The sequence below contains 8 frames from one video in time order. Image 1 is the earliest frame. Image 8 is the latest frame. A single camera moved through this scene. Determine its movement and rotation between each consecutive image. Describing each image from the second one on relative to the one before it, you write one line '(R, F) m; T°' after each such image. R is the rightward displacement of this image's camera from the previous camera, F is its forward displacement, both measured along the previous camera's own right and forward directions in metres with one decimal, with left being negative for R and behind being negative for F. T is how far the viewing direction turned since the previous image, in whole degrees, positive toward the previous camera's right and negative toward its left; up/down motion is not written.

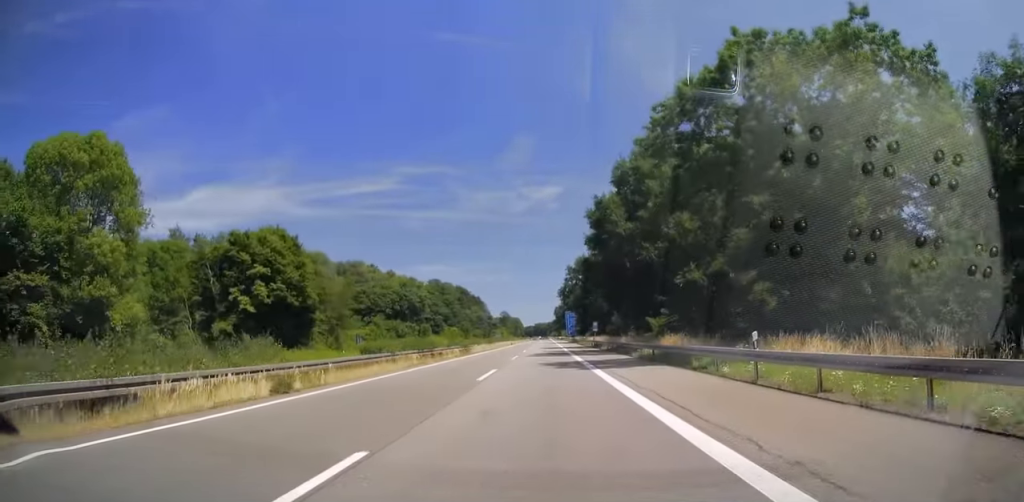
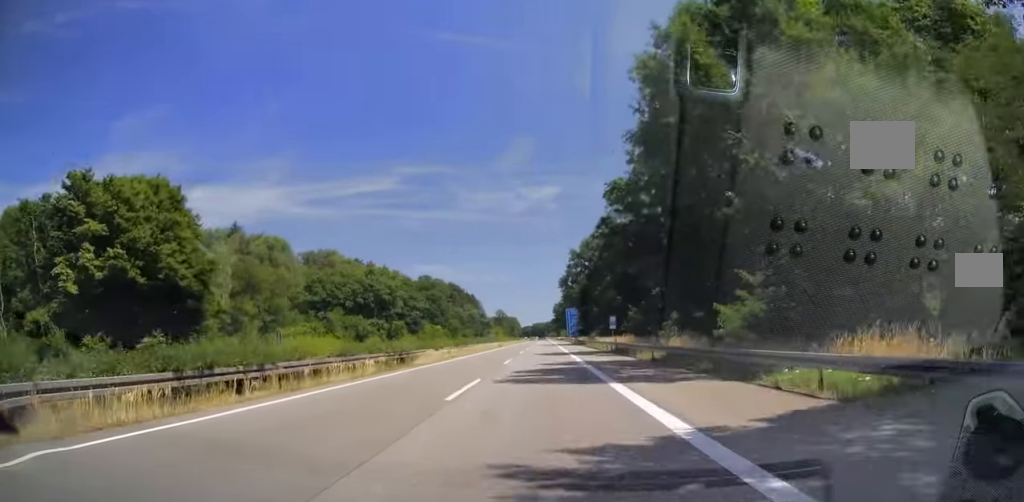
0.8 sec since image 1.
(-0.3, +24.1) m; +1°
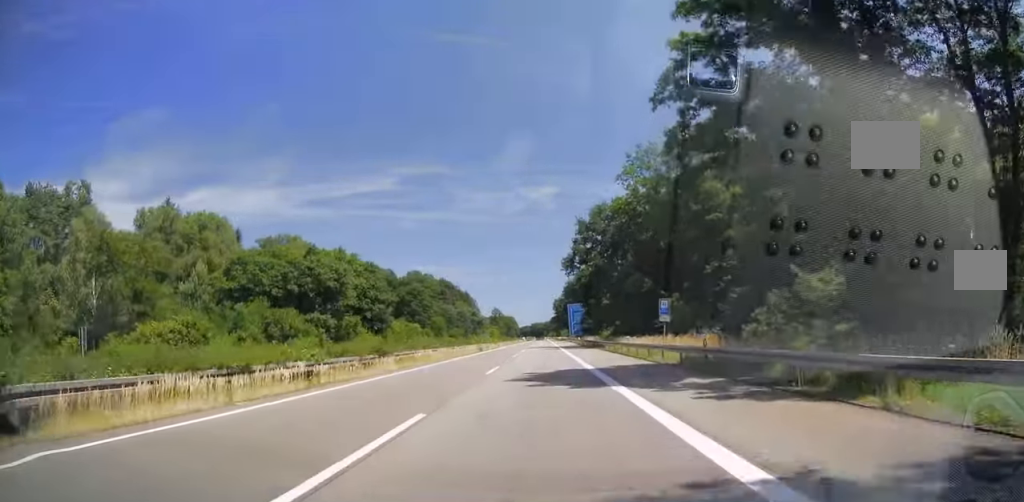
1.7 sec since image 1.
(+0.7, +27.0) m; +1°
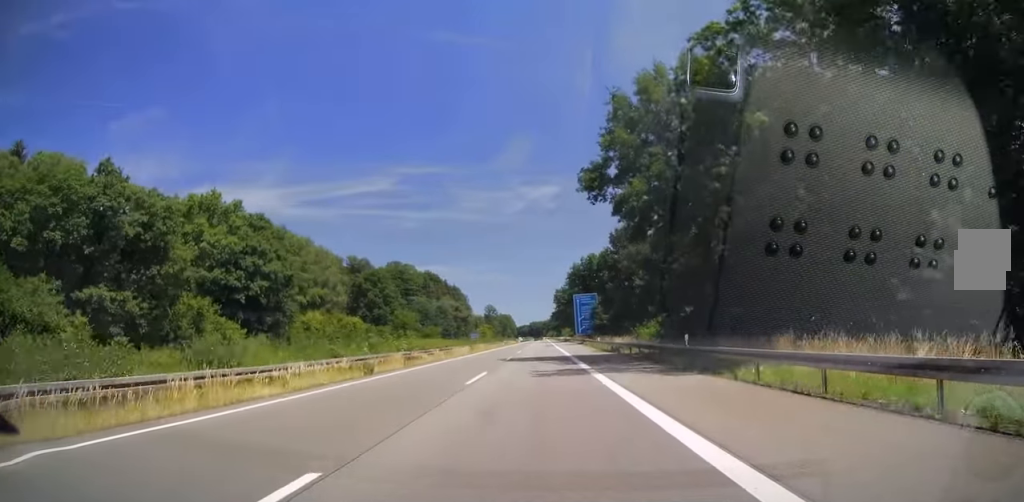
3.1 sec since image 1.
(-0.2, +41.3) m; 0°
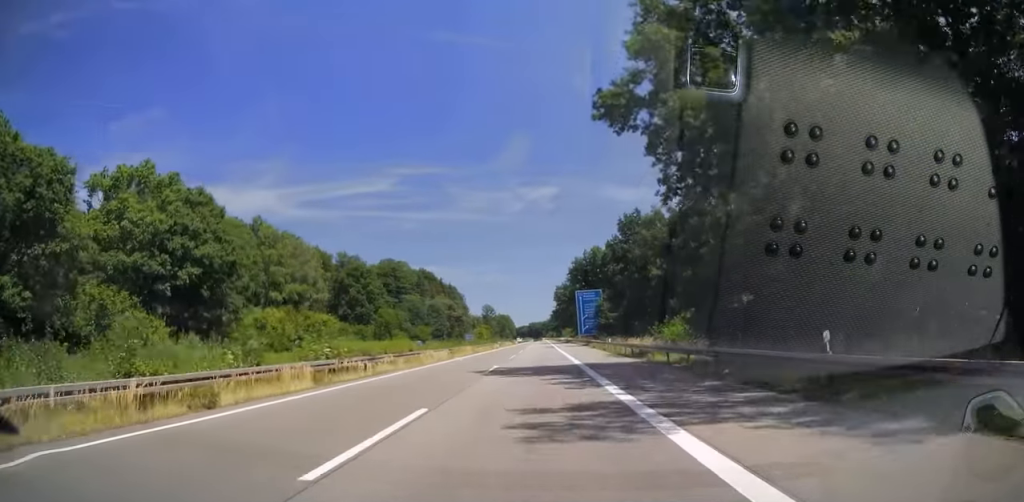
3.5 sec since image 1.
(+0.2, +12.3) m; 0°
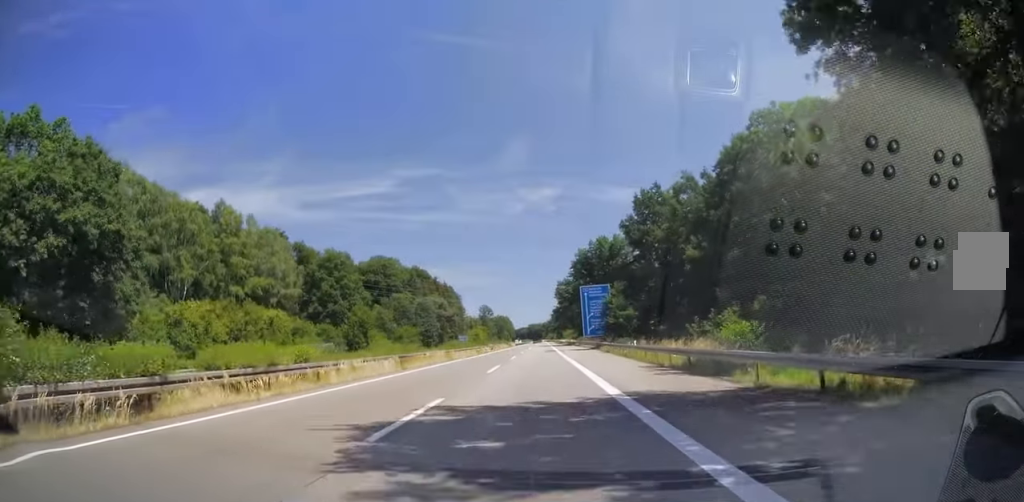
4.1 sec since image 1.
(-0.1, +15.7) m; 0°
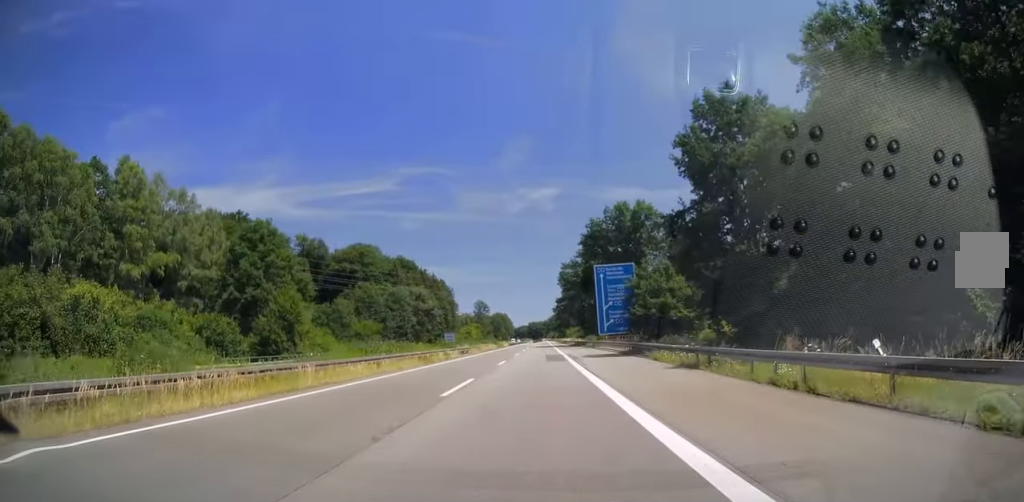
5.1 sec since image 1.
(-0.3, +30.0) m; 0°
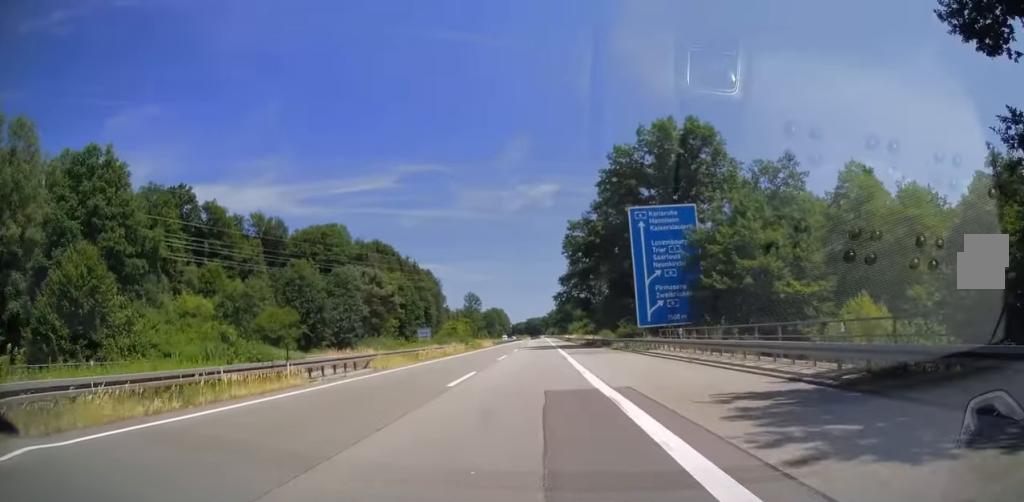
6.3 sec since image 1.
(+0.3, +34.5) m; 0°
